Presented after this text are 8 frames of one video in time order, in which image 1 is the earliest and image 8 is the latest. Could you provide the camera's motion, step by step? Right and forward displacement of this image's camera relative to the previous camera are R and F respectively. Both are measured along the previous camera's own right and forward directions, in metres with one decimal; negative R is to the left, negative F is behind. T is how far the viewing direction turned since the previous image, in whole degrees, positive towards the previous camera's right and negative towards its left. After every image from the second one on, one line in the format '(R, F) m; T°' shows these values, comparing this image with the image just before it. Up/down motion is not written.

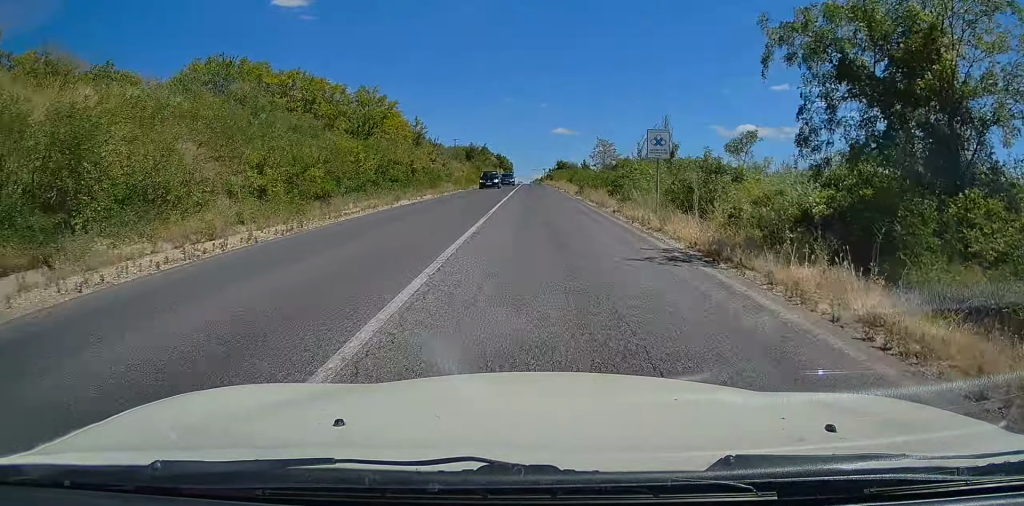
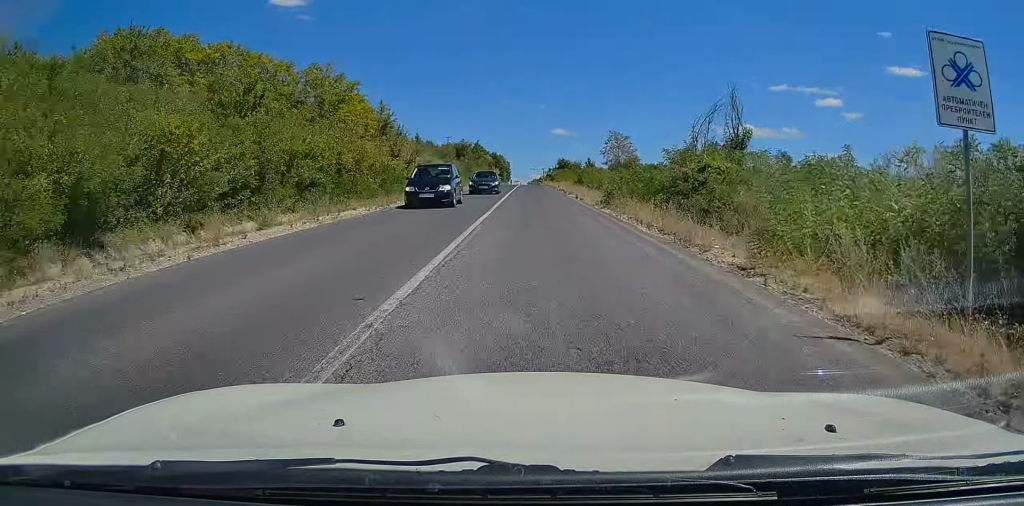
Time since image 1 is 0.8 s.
(+0.2, +15.0) m; 0°
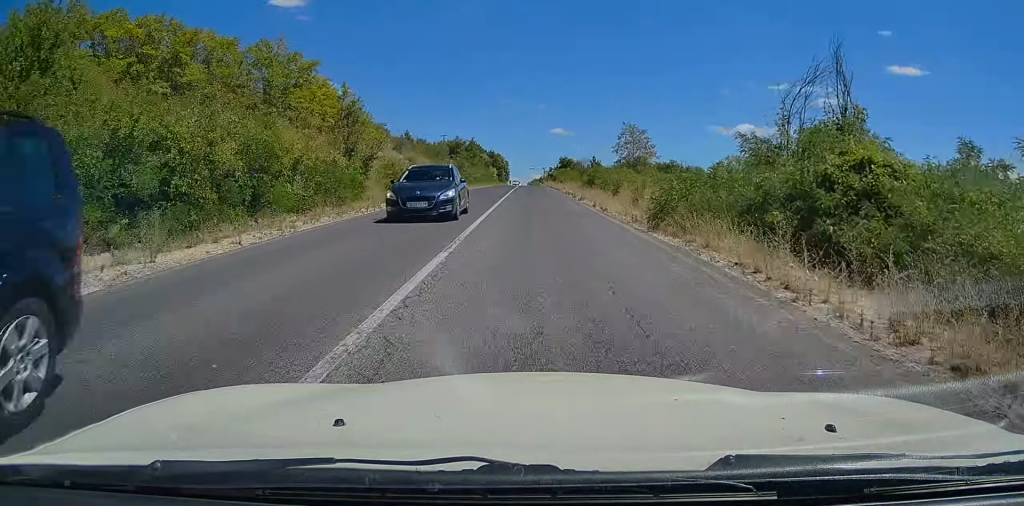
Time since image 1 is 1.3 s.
(+0.2, +10.4) m; 0°
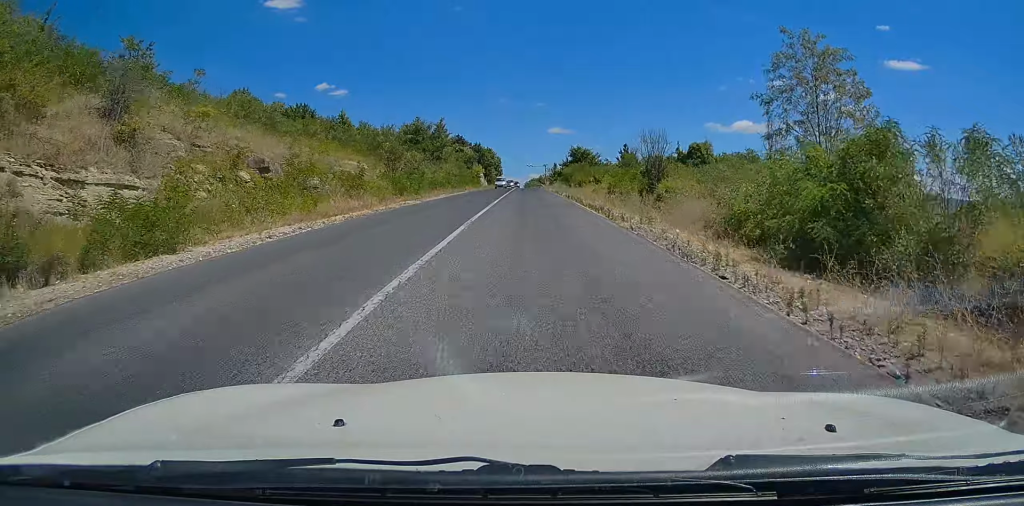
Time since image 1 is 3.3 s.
(+0.1, +39.6) m; 0°
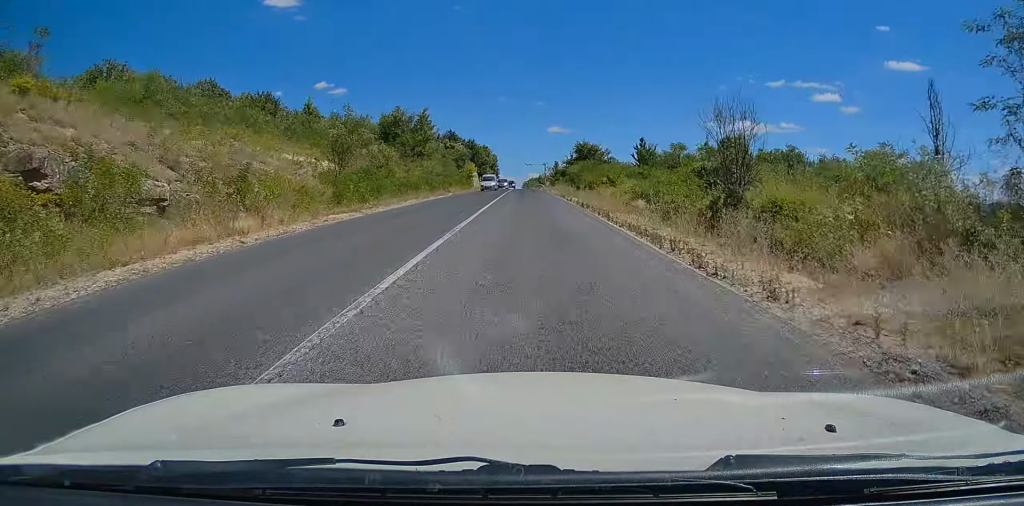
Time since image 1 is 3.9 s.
(-0.2, +11.9) m; 0°
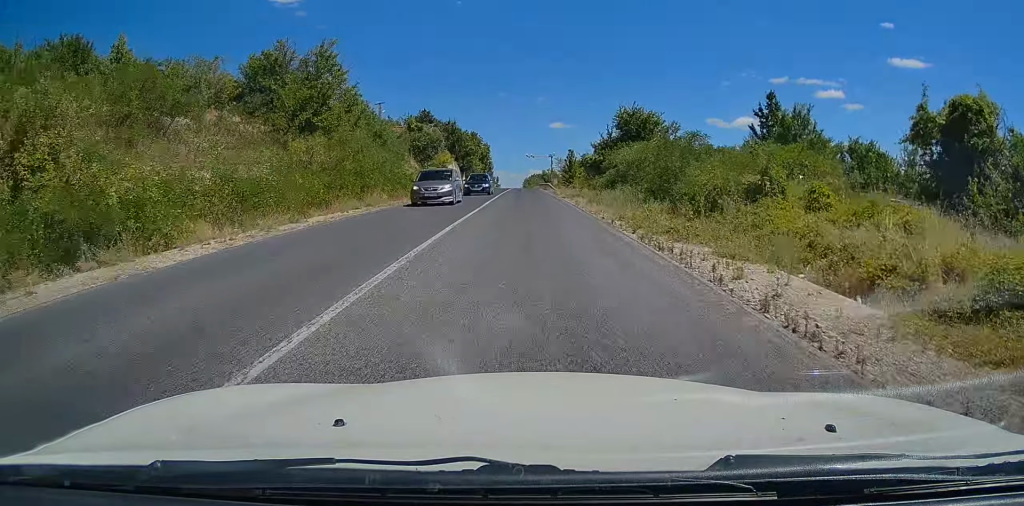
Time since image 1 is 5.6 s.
(+0.1, +33.9) m; -1°
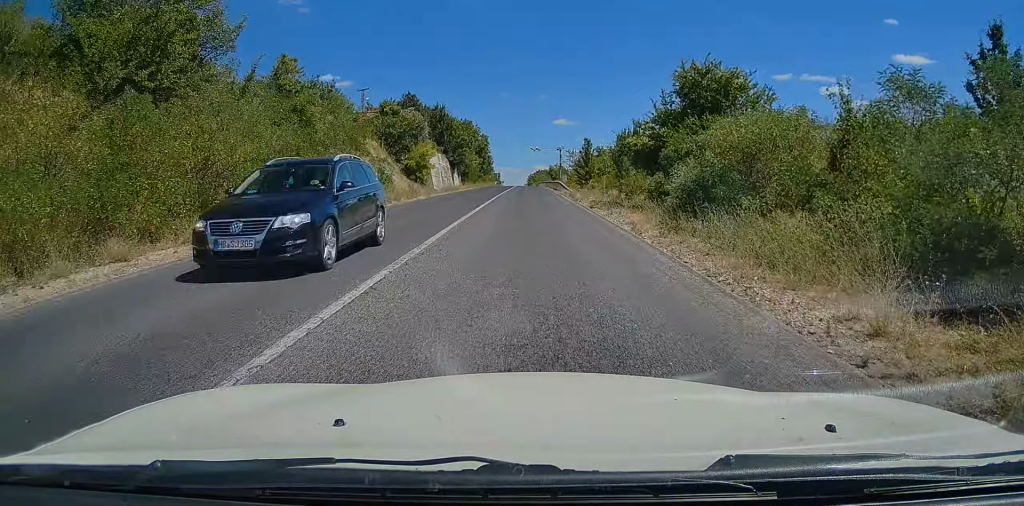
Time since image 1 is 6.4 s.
(-0.3, +16.0) m; -1°
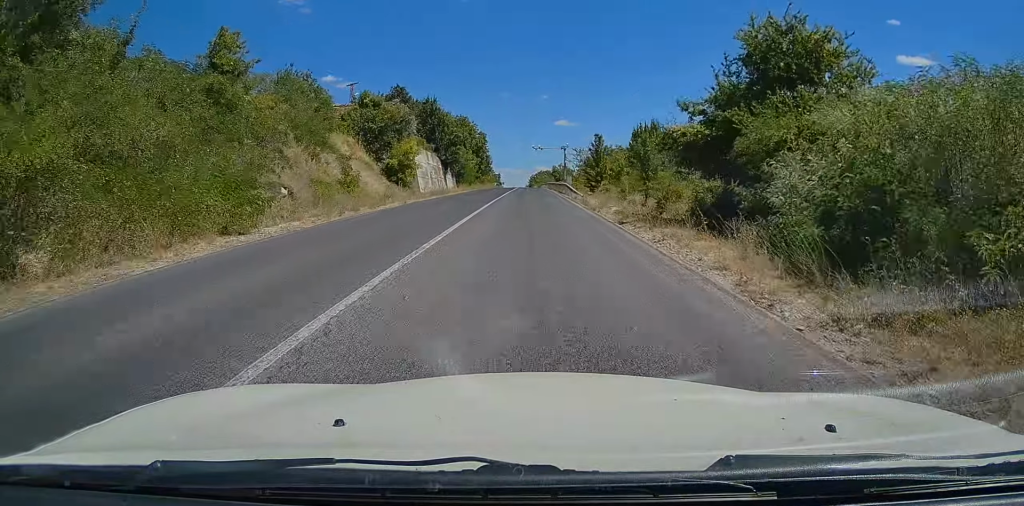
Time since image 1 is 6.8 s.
(0.0, +7.9) m; +1°
